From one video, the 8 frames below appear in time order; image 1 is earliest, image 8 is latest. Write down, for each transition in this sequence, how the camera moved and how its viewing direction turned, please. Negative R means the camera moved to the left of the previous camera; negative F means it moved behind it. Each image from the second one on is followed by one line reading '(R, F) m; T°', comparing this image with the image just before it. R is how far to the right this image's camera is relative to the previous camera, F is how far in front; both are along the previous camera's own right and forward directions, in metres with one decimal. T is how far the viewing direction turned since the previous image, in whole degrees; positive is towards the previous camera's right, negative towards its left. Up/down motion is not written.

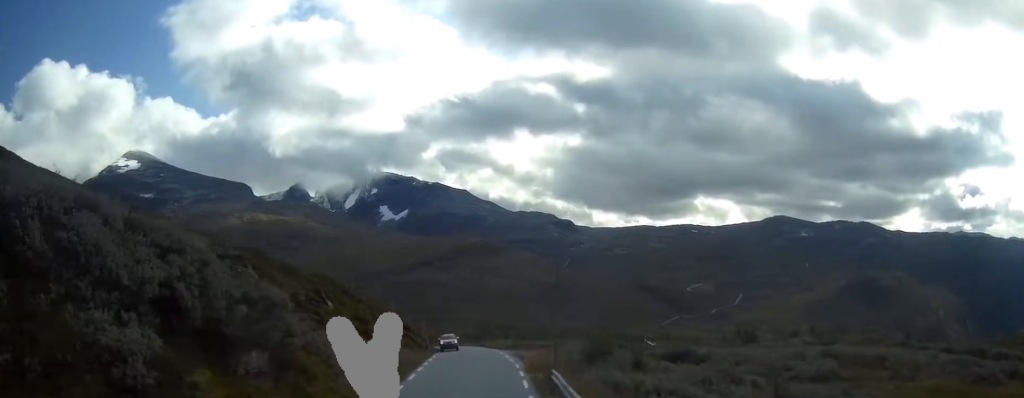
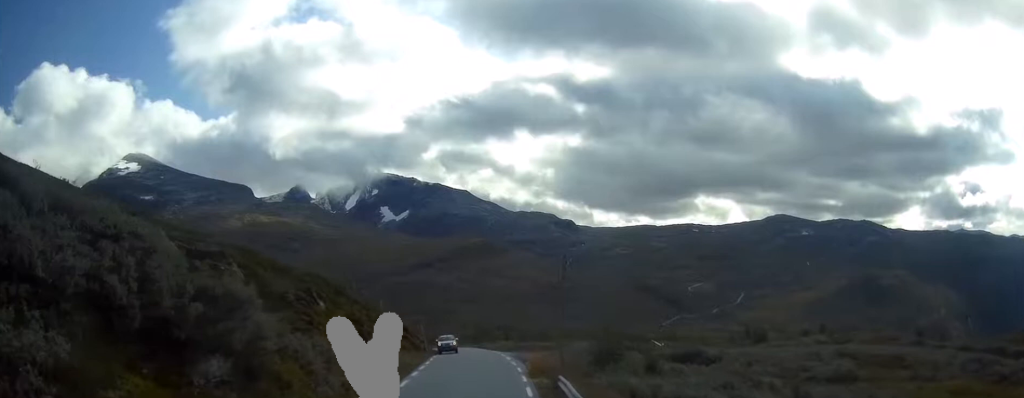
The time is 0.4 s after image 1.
(0.0, +2.8) m; -1°
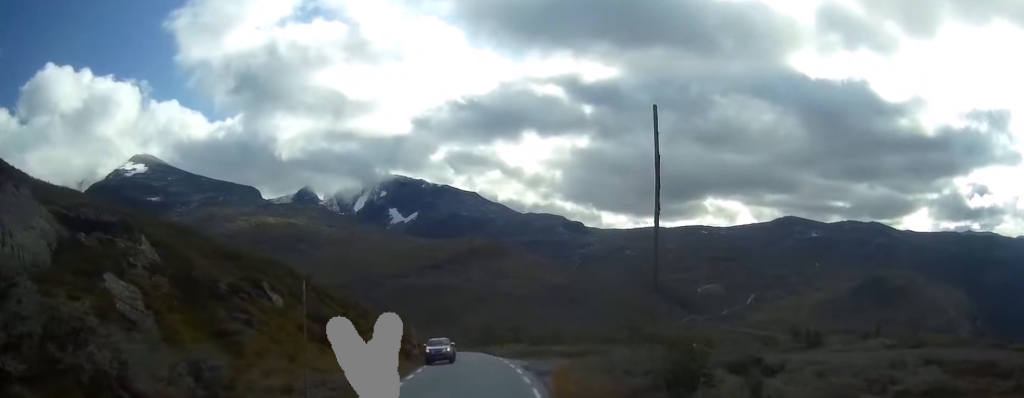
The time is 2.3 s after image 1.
(-0.4, +12.0) m; -3°
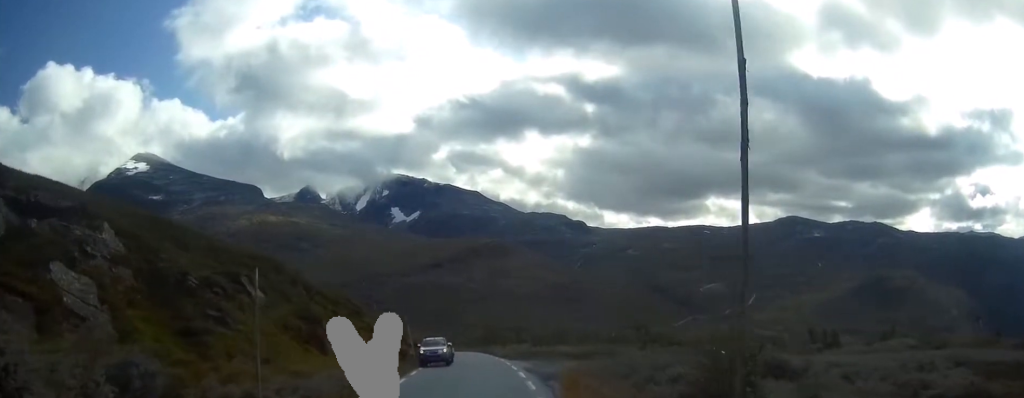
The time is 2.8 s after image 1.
(0.0, +3.5) m; 0°
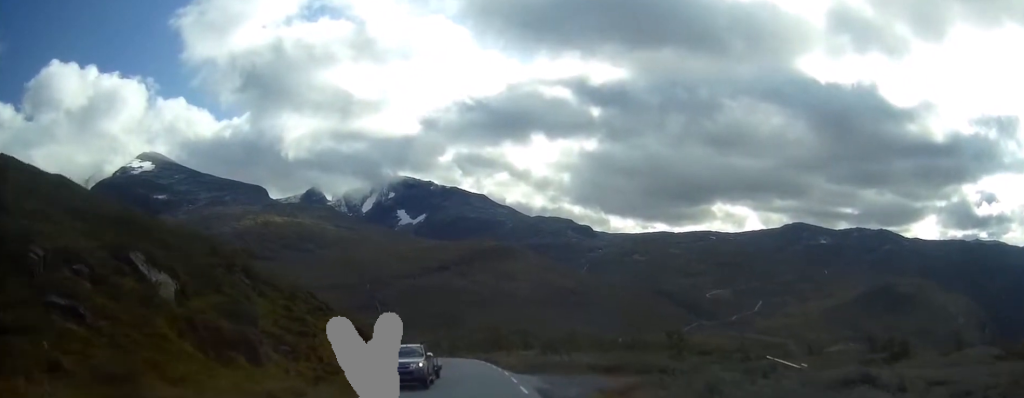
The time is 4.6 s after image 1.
(+0.1, +11.7) m; 0°
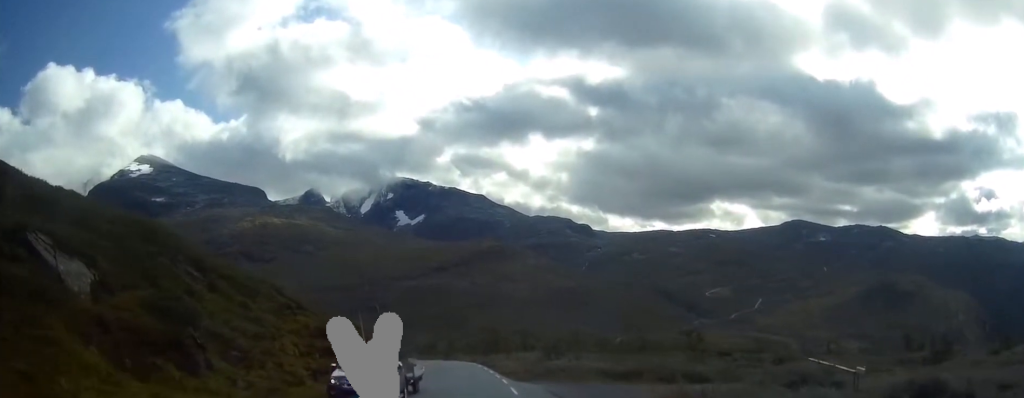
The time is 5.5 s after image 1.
(0.0, +5.9) m; -2°
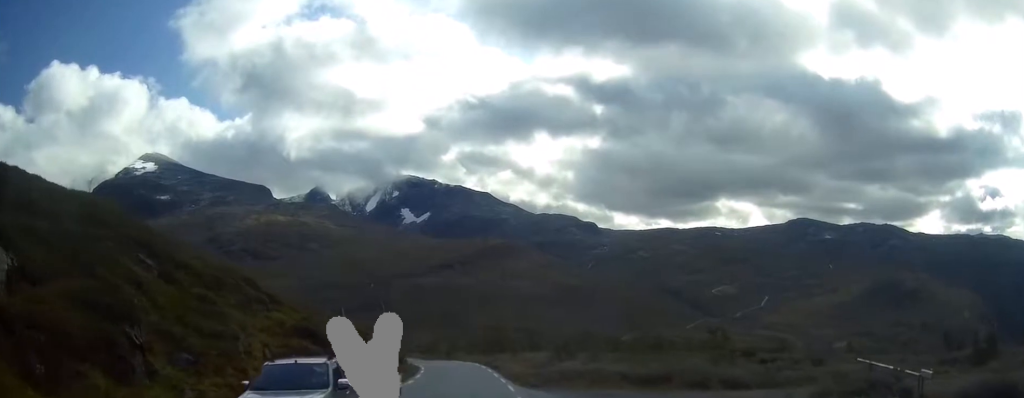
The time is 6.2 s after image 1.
(-0.3, +4.7) m; -1°
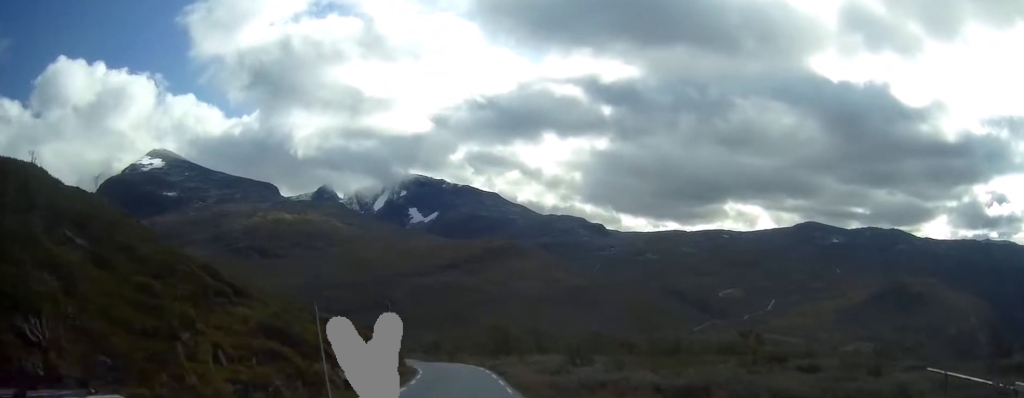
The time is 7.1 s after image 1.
(+0.2, +5.3) m; +1°
